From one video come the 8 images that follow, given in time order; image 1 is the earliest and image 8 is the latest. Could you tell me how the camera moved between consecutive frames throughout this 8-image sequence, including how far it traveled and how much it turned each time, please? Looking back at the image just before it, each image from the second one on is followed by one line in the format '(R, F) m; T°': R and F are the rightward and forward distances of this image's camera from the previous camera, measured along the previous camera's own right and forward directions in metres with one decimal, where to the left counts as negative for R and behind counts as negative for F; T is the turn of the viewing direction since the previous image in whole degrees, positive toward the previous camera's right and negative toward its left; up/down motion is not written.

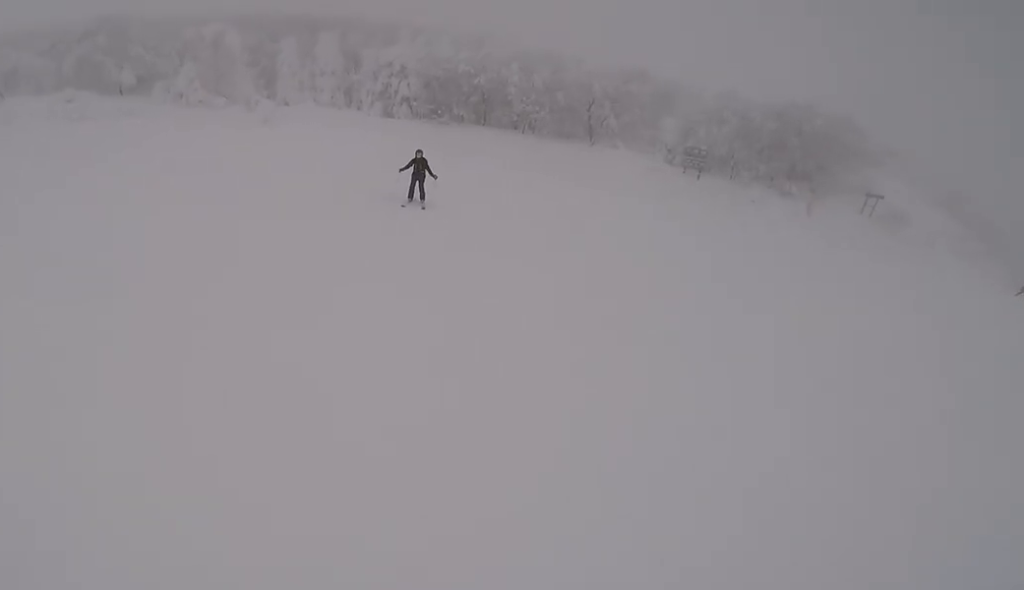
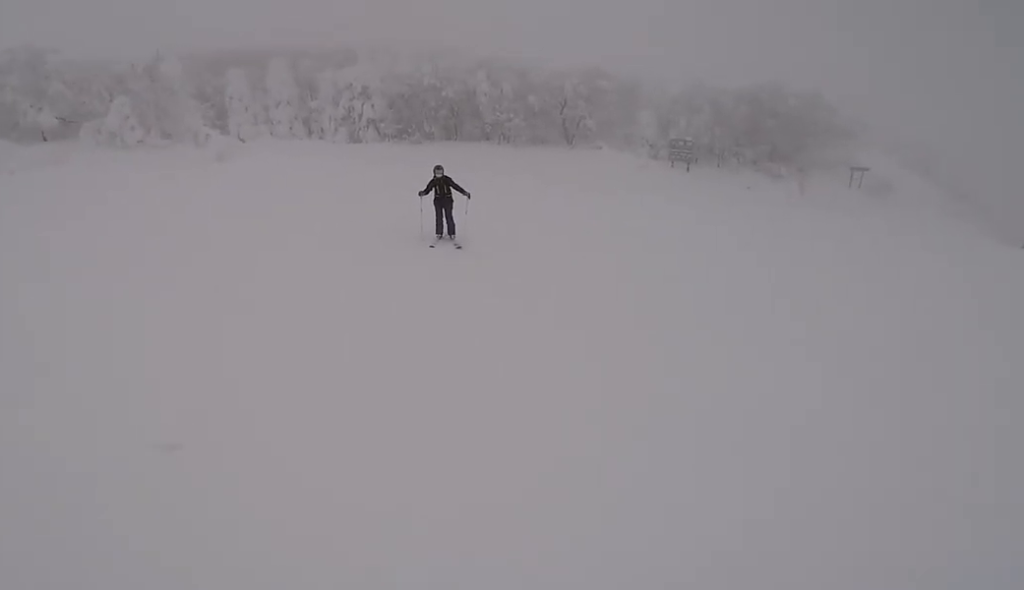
(-0.4, +4.1) m; +10°
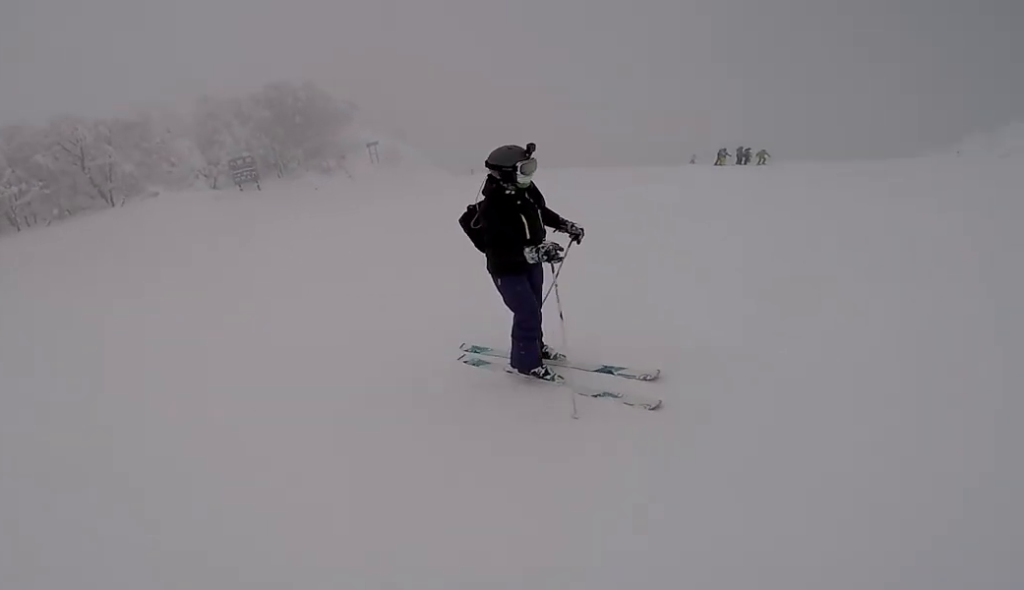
(+3.3, +5.8) m; +73°
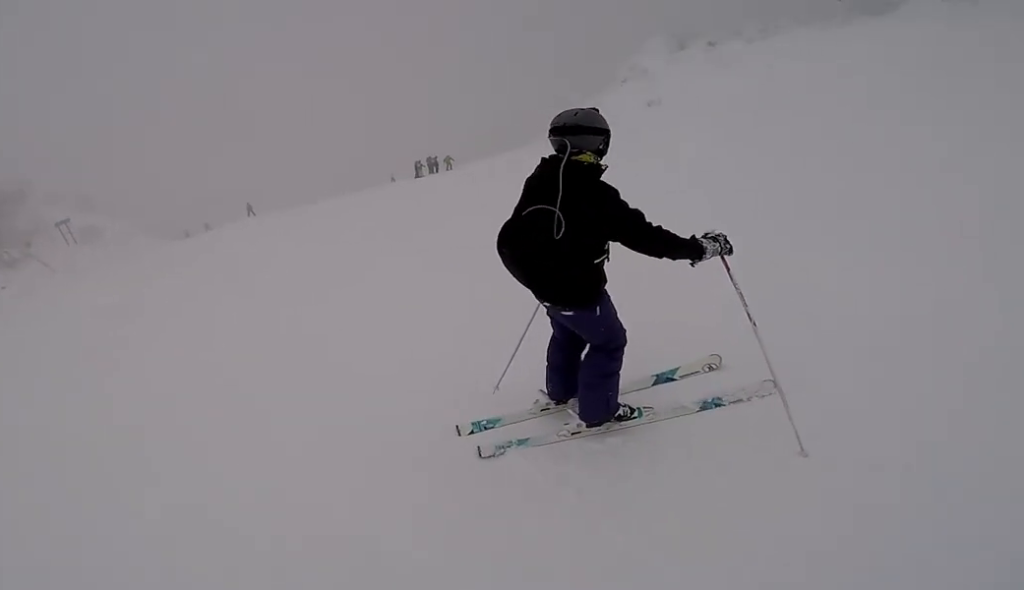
(+0.4, +2.0) m; +19°
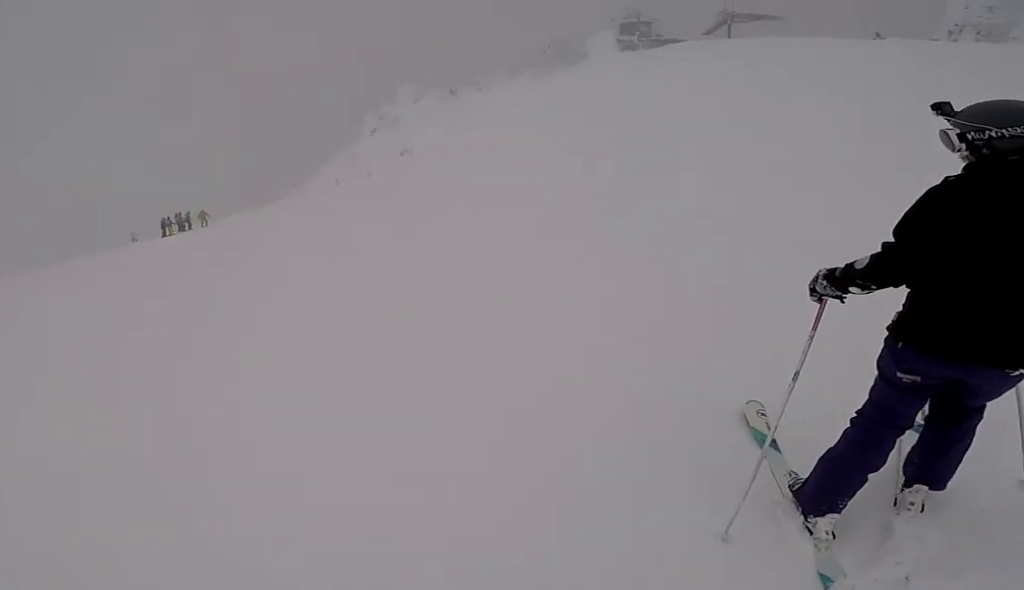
(+0.5, +2.3) m; +20°
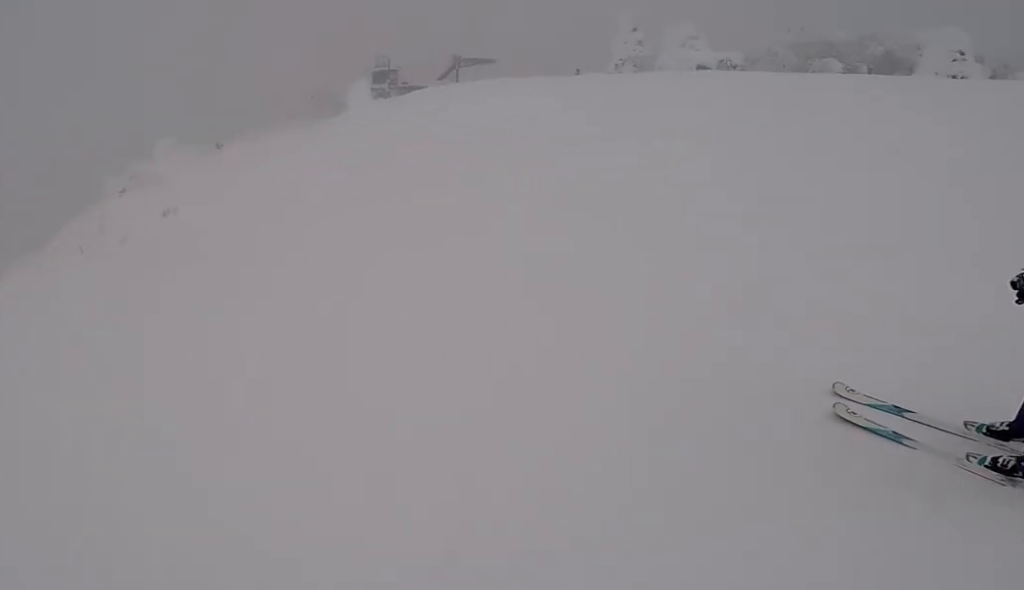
(+0.3, +1.7) m; +11°
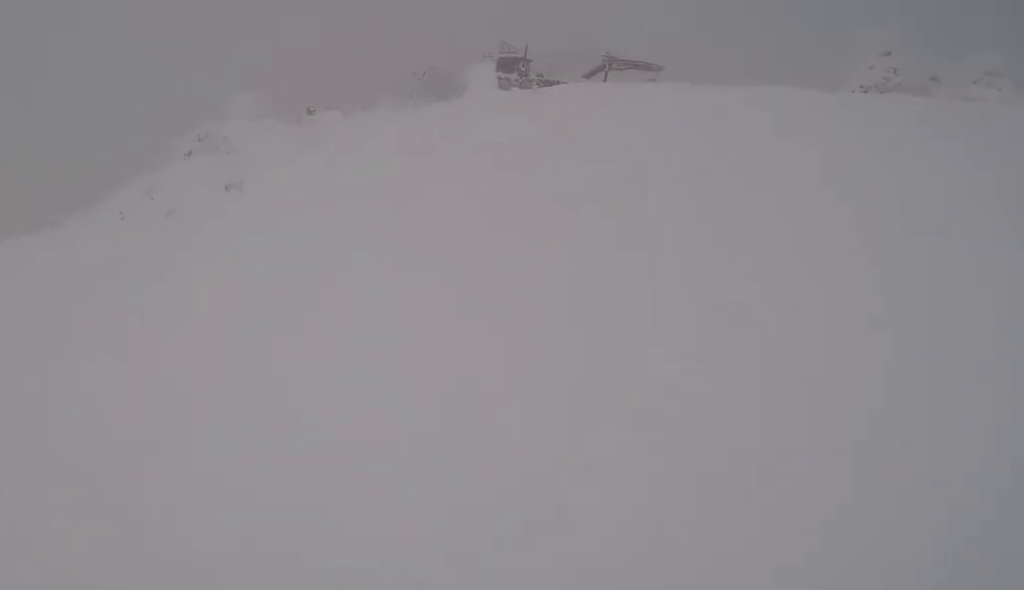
(+0.4, +8.9) m; 0°
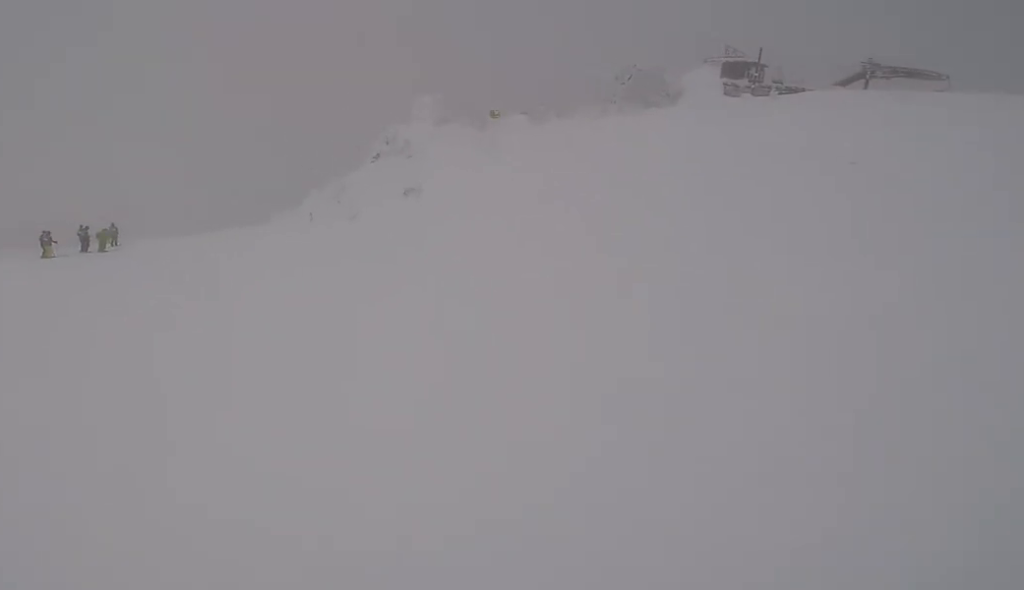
(+0.7, +2.0) m; -7°
